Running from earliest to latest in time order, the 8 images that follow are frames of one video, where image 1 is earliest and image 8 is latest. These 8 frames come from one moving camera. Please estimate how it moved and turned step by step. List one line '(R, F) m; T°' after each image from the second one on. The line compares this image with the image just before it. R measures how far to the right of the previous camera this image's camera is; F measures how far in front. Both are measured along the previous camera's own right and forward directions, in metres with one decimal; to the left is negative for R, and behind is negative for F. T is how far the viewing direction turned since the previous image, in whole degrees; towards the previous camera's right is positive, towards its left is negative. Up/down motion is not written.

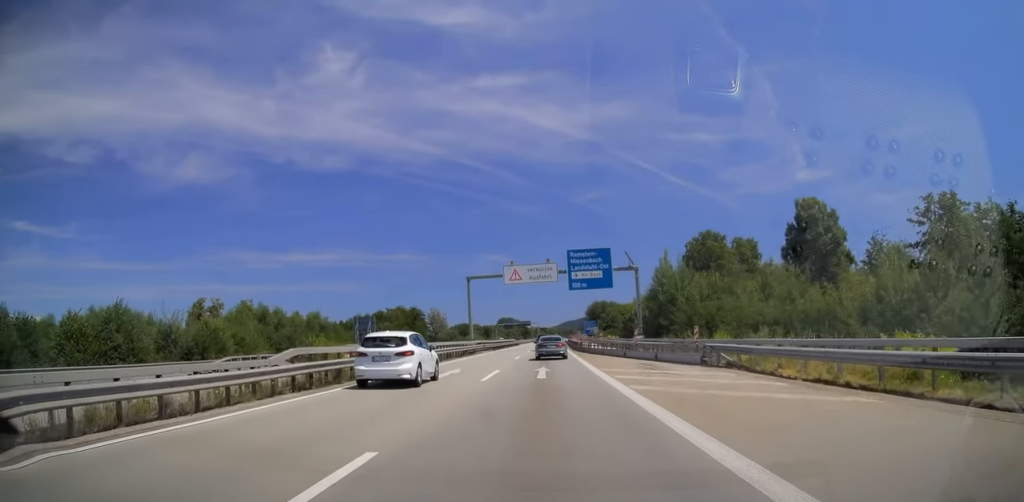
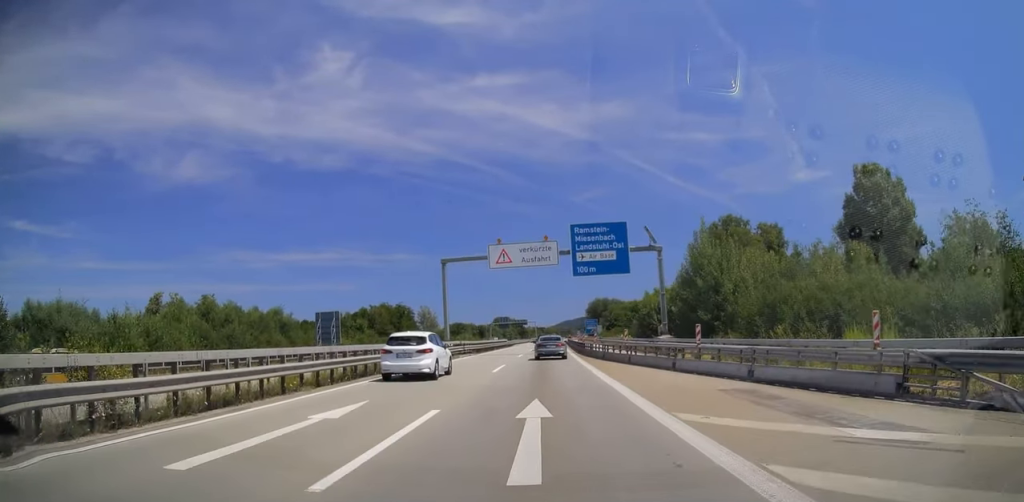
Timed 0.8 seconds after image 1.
(-0.4, +14.1) m; 0°
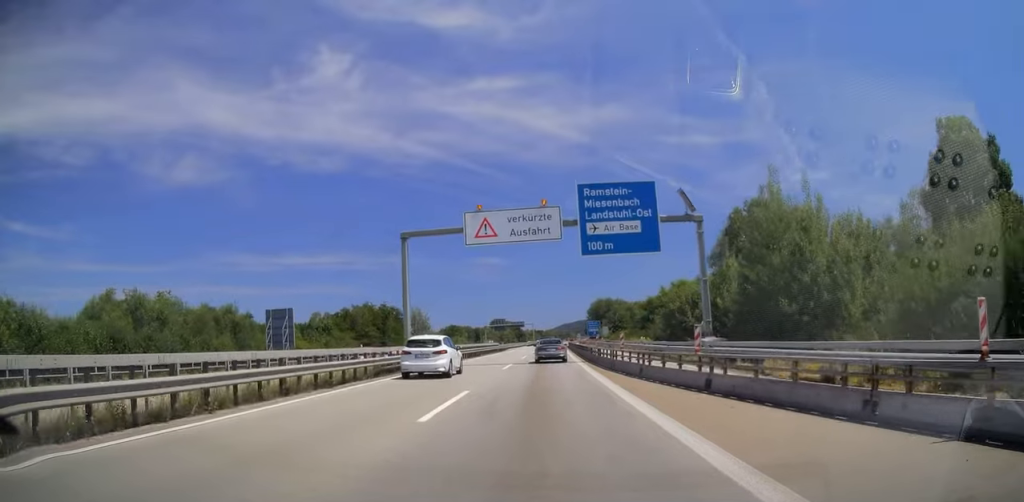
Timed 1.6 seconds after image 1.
(+0.2, +13.4) m; 0°
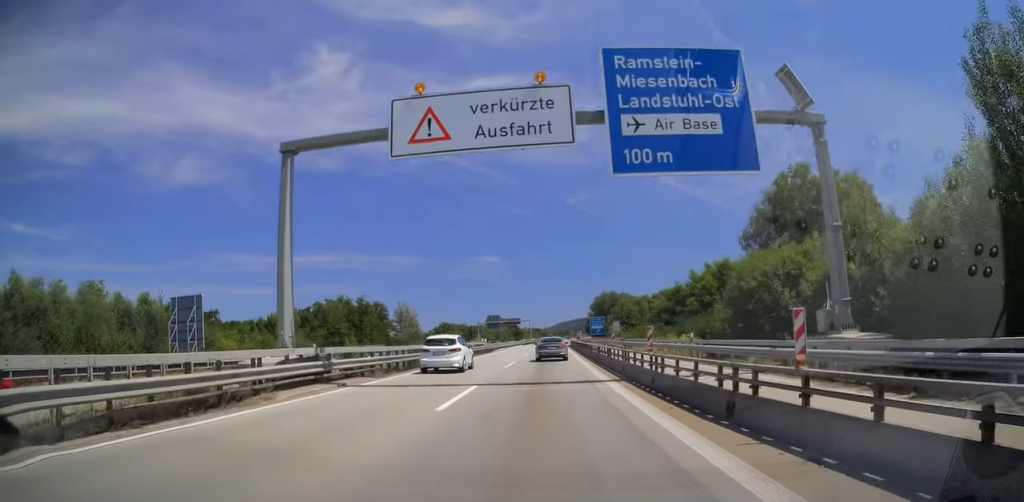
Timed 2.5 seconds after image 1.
(-0.1, +16.5) m; 0°
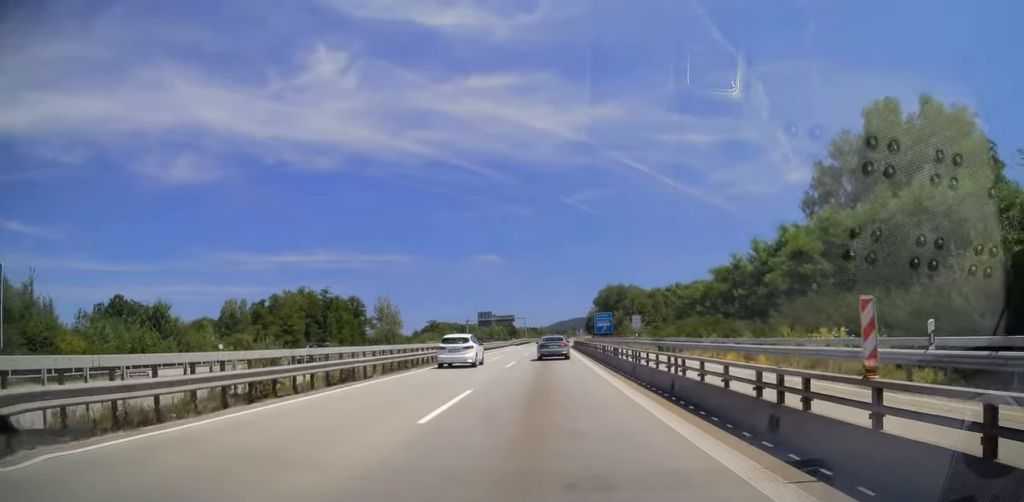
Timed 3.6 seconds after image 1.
(+0.1, +19.6) m; +1°
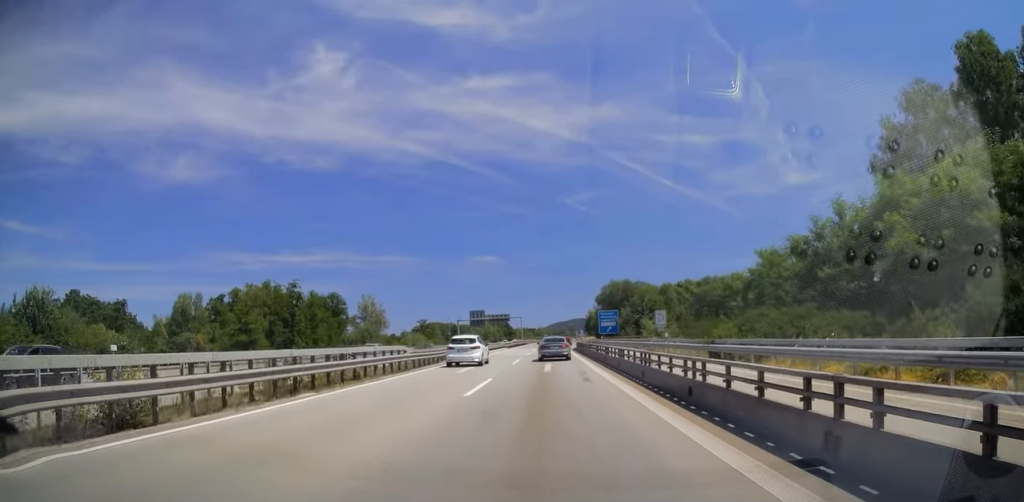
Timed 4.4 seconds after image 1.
(+0.1, +13.3) m; 0°
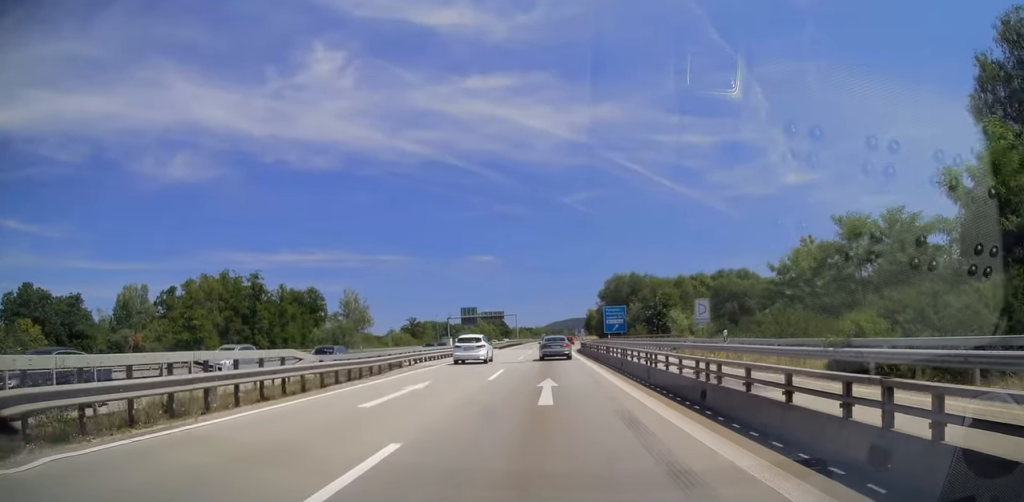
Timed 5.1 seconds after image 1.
(0.0, +12.8) m; -1°
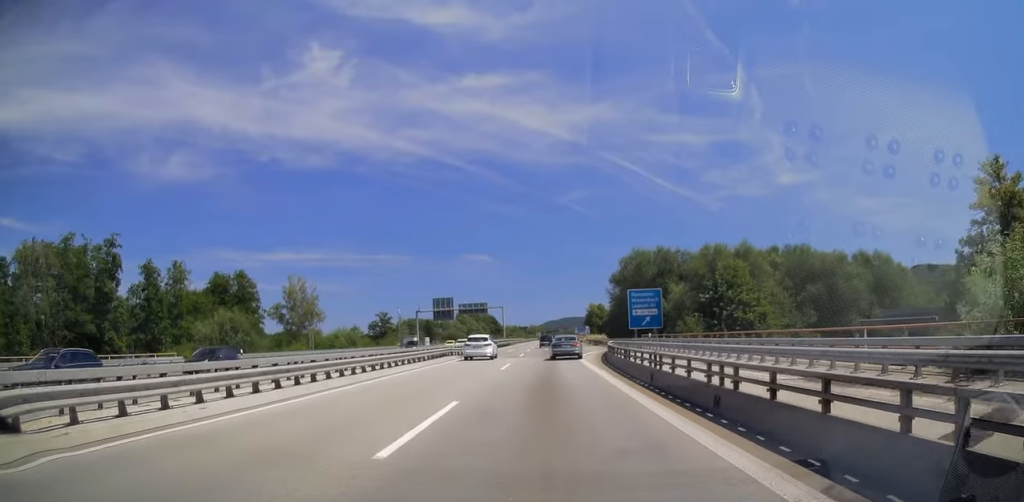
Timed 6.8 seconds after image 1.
(0.0, +31.0) m; +1°
